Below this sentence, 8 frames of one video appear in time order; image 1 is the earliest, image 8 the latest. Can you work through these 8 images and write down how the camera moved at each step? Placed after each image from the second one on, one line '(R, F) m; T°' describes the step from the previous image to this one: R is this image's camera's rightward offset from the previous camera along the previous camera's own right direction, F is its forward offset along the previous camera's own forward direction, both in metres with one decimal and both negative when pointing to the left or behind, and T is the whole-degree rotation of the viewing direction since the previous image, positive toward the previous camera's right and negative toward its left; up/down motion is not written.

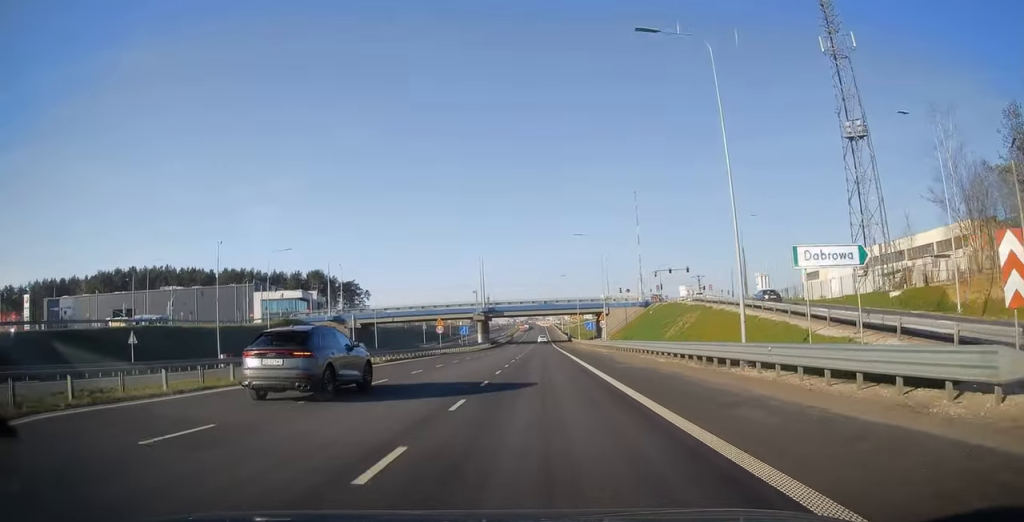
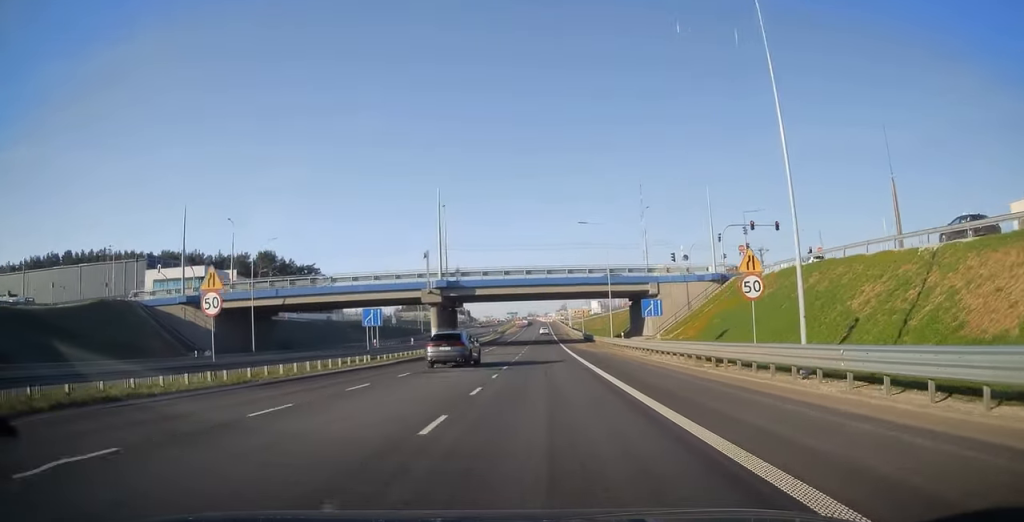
(+0.5, +48.4) m; 0°
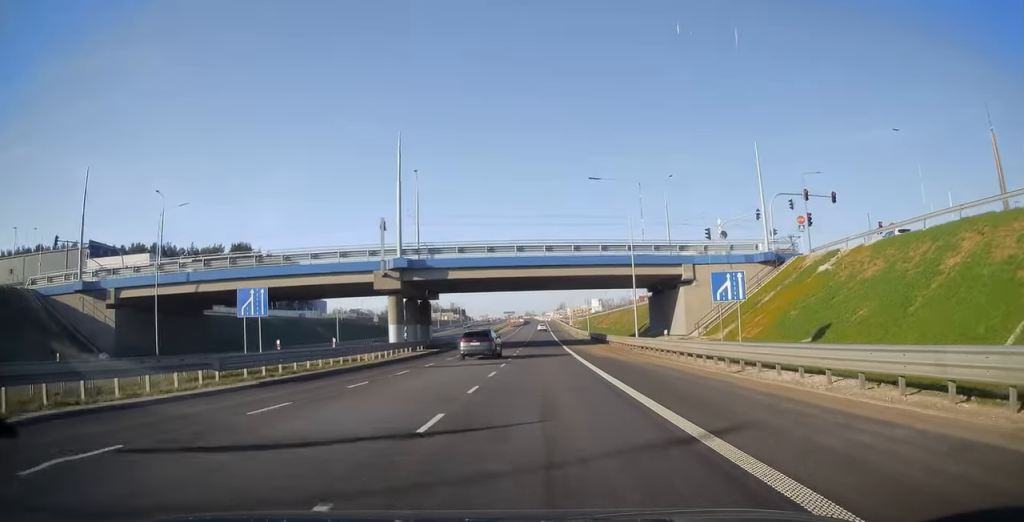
(-0.1, +16.9) m; 0°
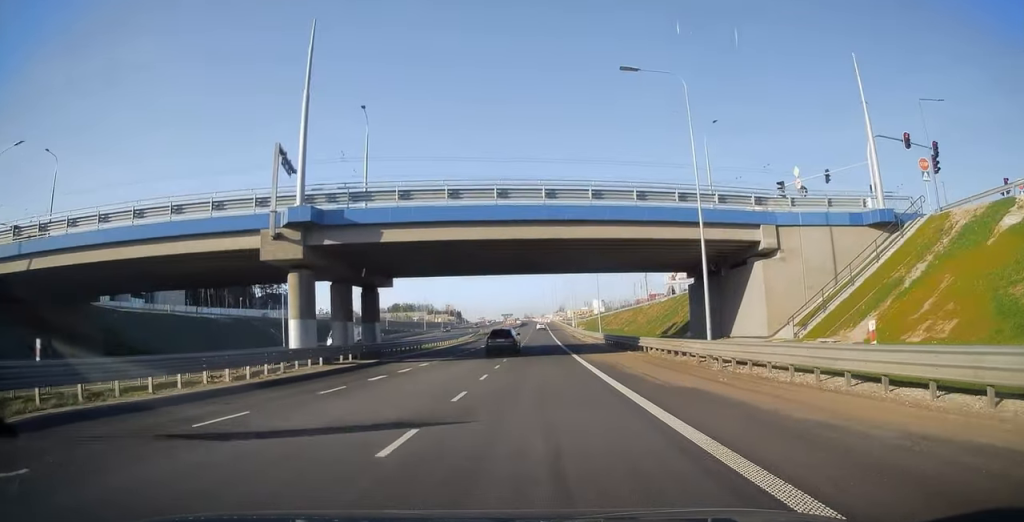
(0.0, +18.9) m; 0°
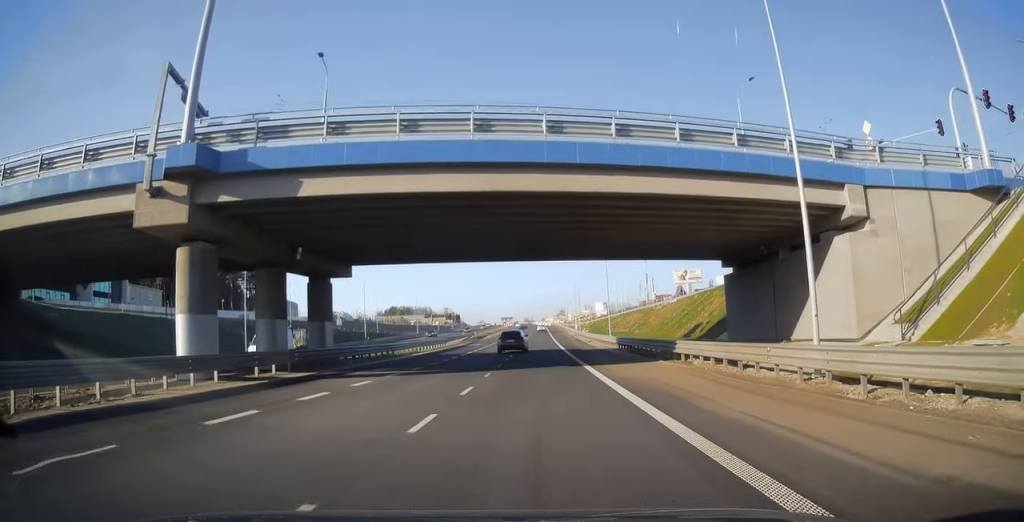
(+0.1, +9.7) m; 0°
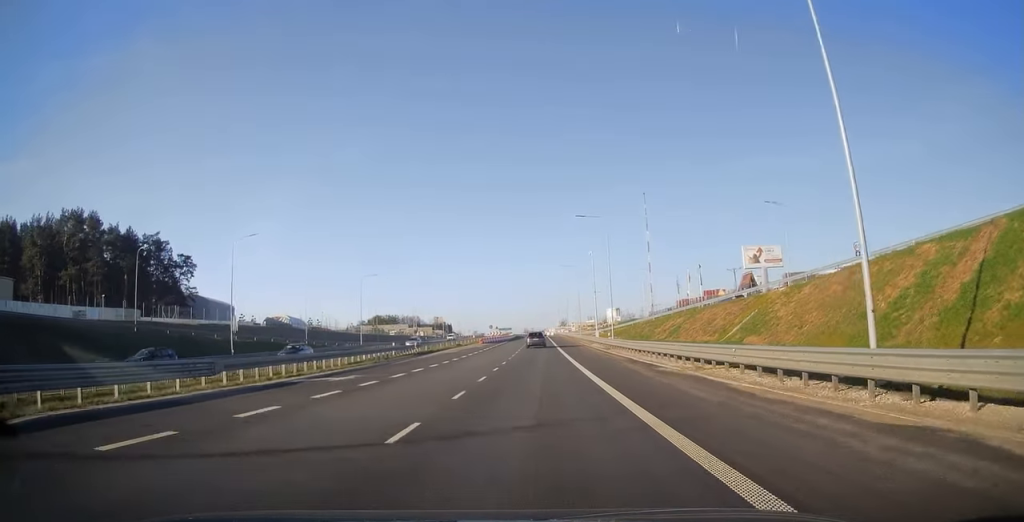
(+0.3, +46.9) m; 0°
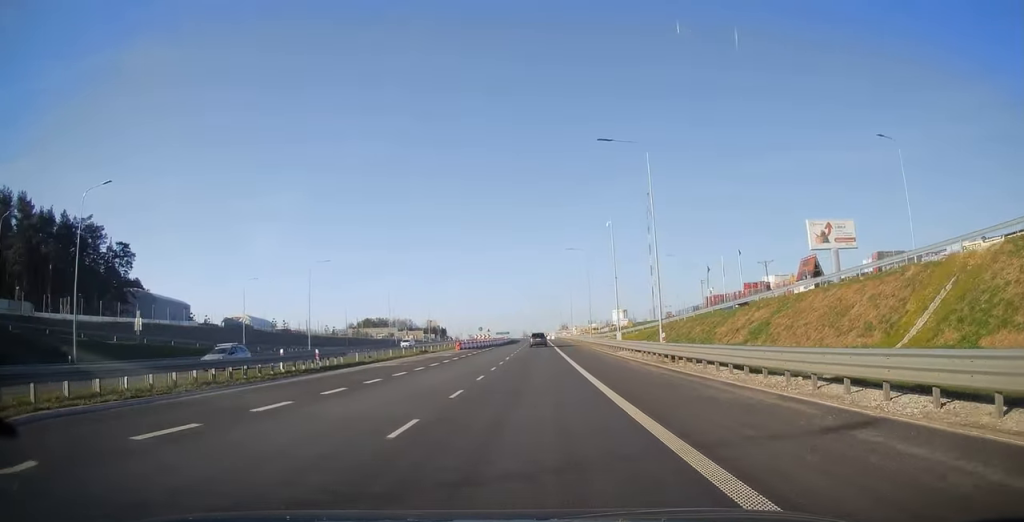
(-0.2, +23.2) m; -1°
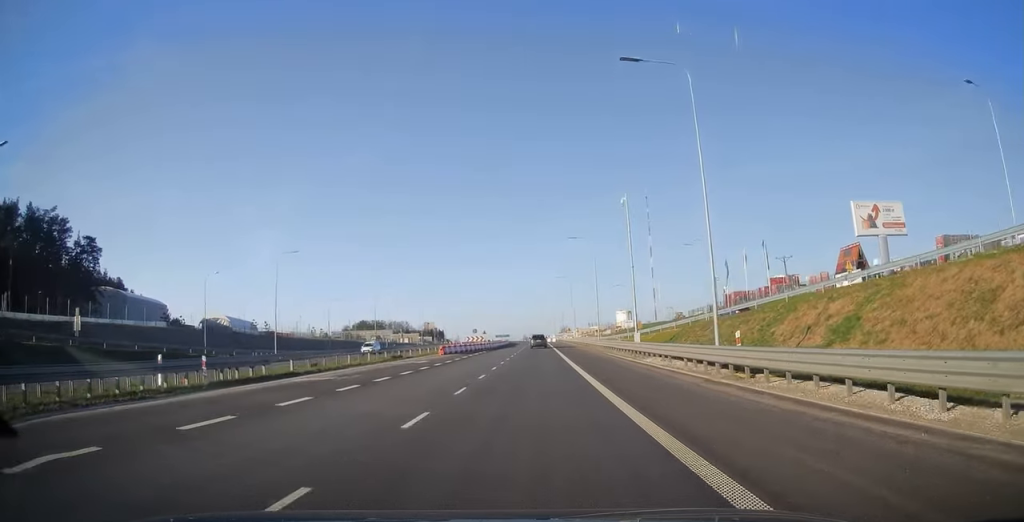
(0.0, +10.7) m; 0°
